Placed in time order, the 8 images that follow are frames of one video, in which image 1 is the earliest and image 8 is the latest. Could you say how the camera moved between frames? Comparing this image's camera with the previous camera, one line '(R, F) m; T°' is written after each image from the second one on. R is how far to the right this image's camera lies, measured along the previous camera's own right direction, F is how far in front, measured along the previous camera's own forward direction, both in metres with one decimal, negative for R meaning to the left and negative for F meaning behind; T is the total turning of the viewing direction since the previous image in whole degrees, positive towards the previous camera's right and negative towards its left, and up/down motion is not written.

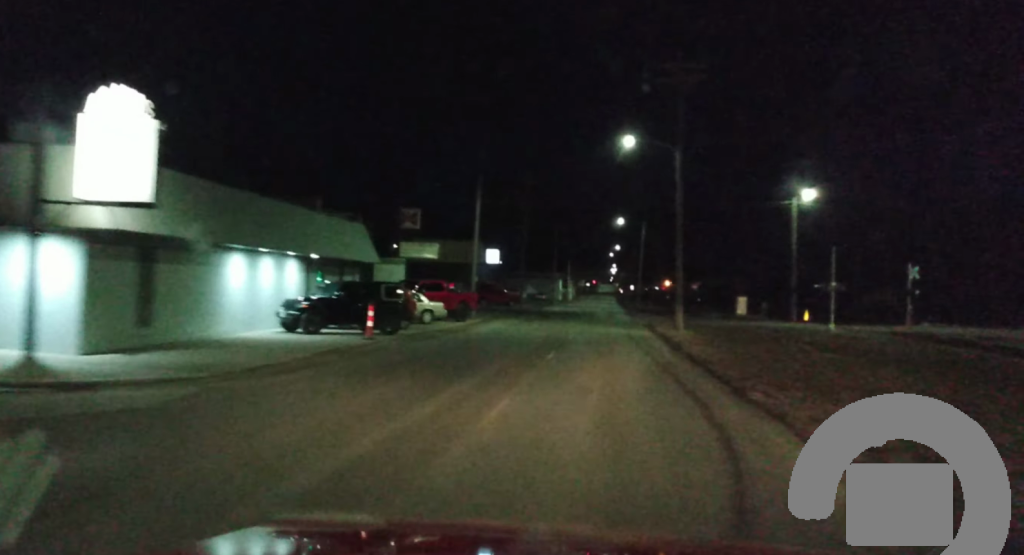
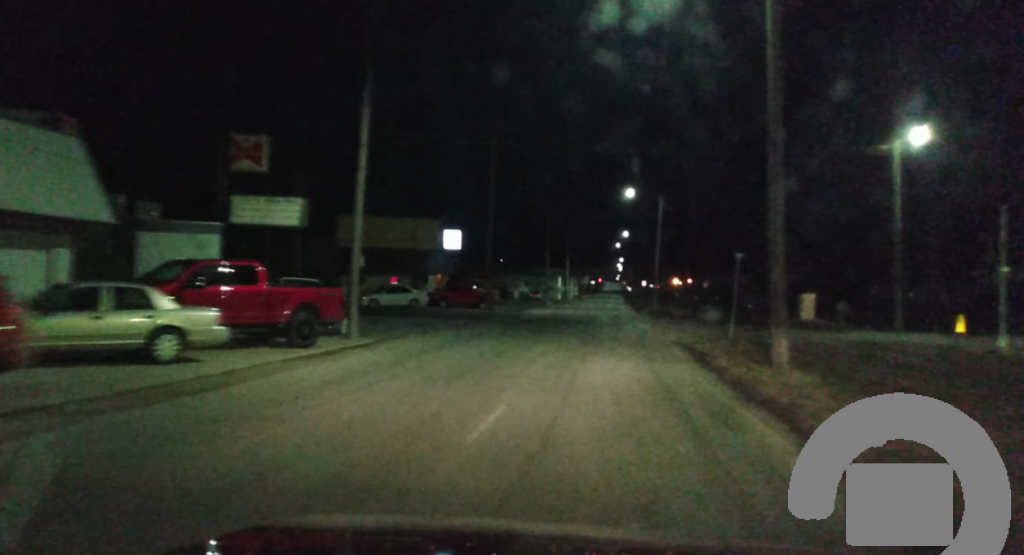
(-0.1, +25.4) m; +1°
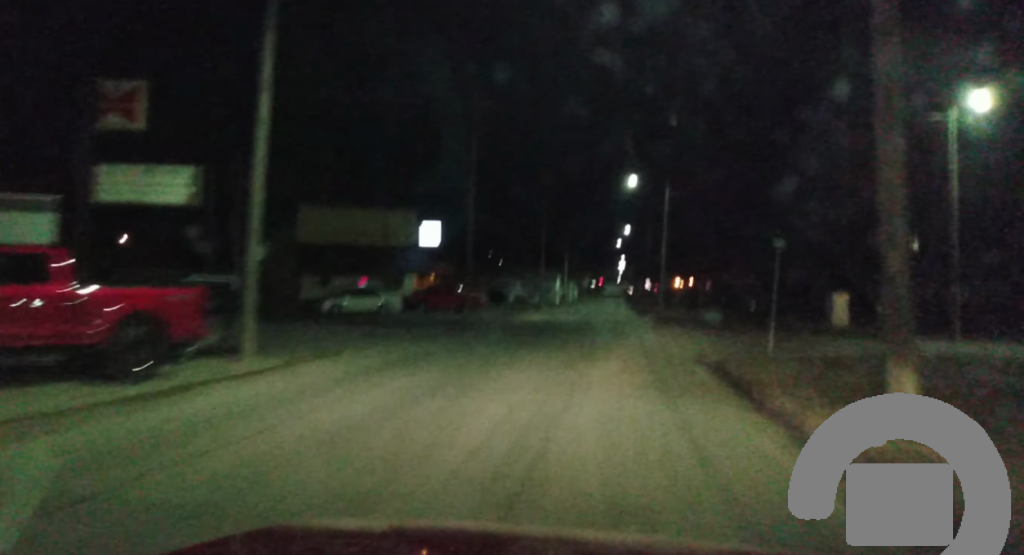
(0.0, +7.8) m; +1°
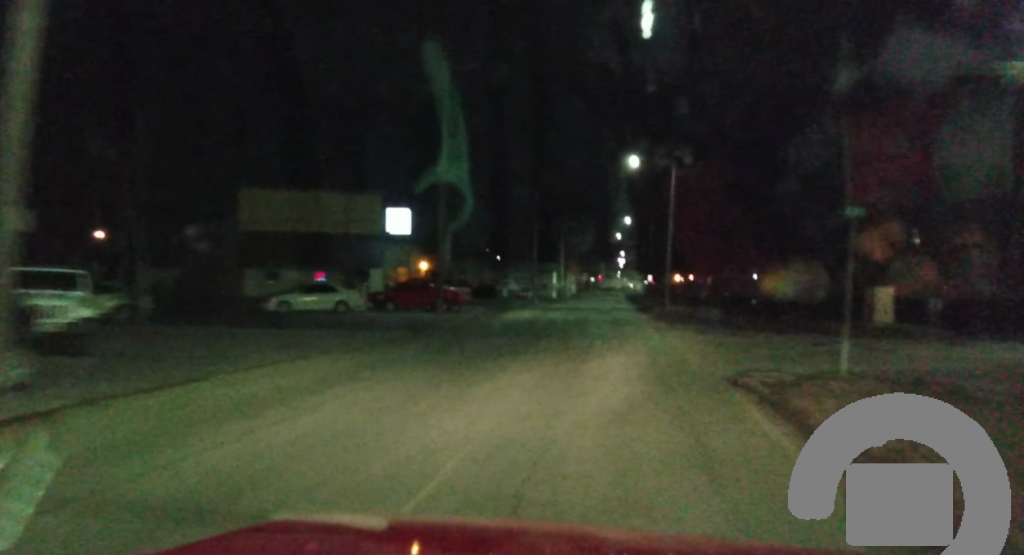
(0.0, +7.8) m; 0°
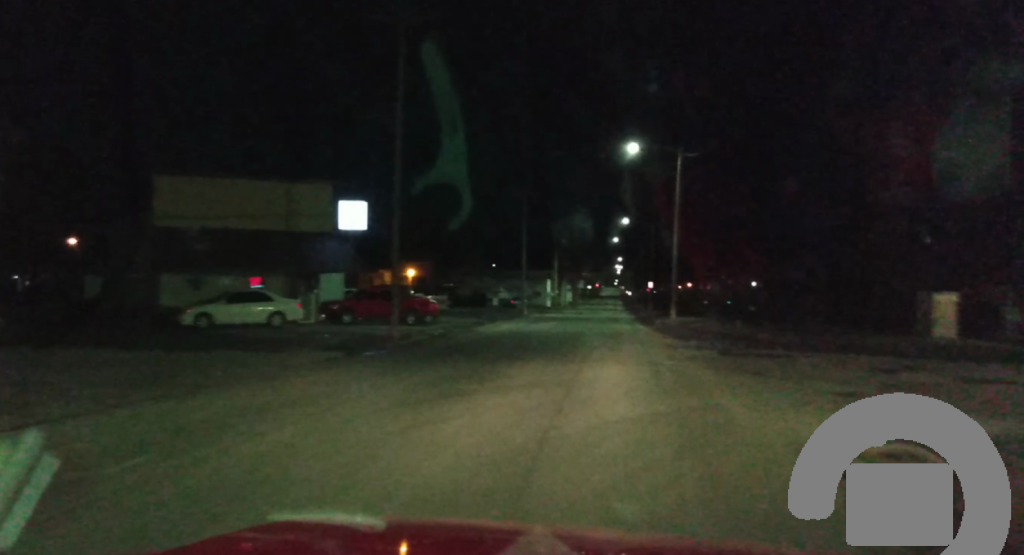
(+0.2, +8.4) m; 0°
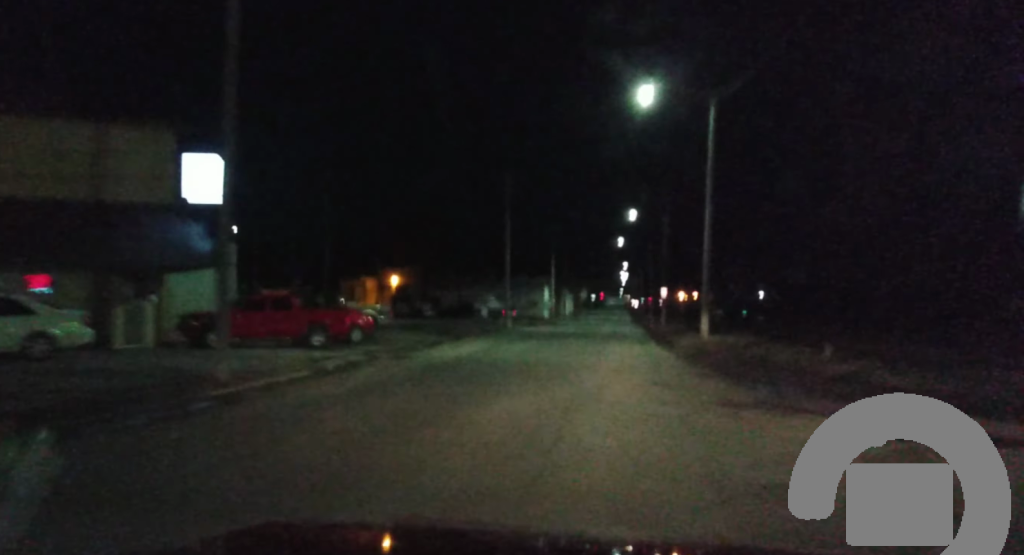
(0.0, +14.6) m; 0°
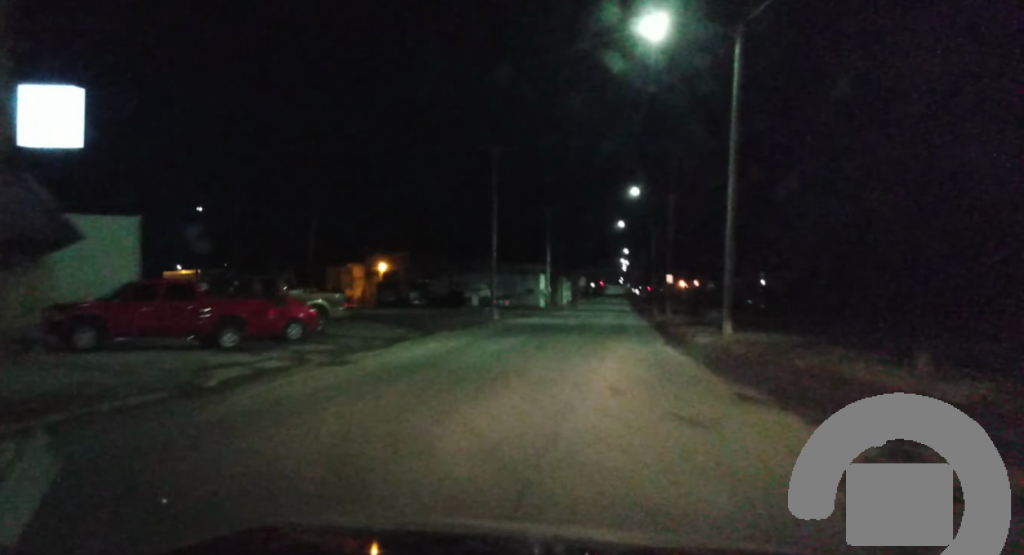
(0.0, +7.3) m; 0°
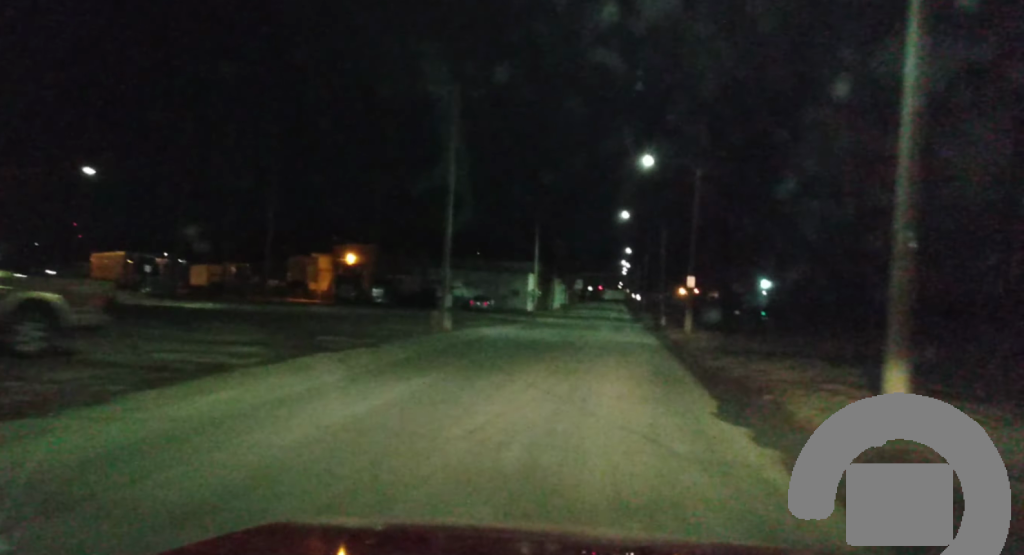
(0.0, +16.2) m; +1°
